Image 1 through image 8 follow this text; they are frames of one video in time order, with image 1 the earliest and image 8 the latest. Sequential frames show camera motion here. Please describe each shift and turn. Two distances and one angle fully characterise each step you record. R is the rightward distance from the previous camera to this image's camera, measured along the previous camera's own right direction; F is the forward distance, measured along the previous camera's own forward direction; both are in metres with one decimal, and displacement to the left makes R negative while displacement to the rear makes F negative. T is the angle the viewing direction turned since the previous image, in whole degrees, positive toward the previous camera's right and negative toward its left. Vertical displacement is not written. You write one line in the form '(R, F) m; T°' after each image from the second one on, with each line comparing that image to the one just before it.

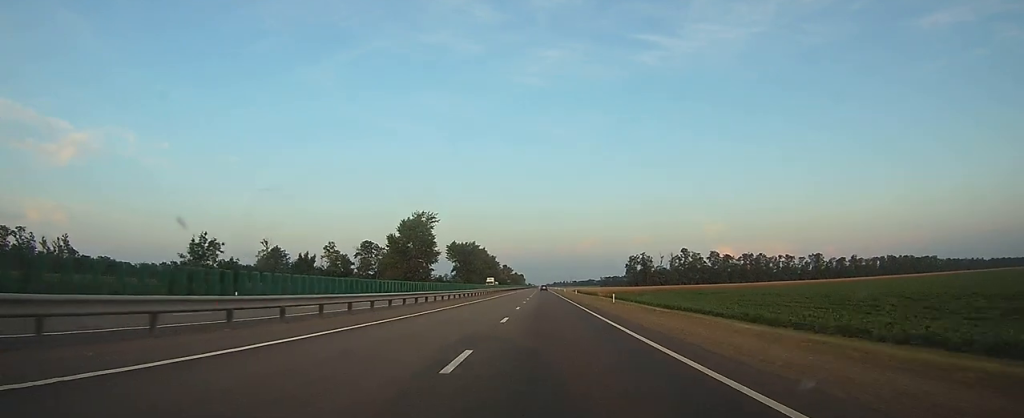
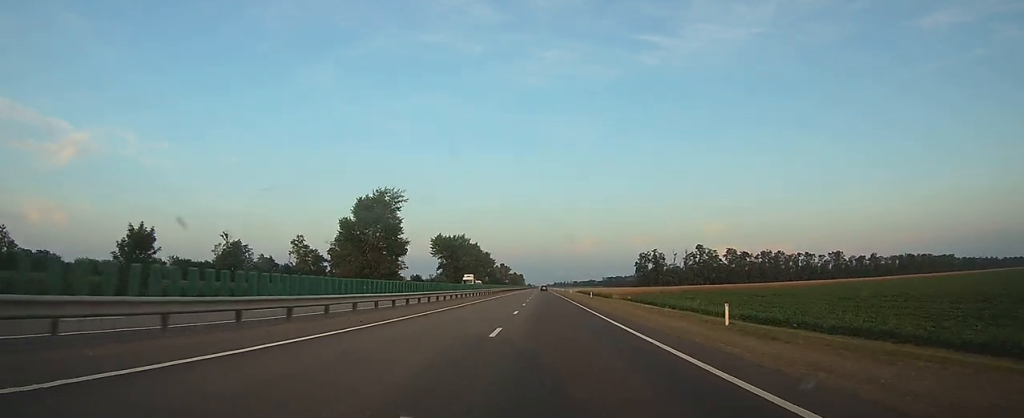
(0.0, +29.5) m; 0°
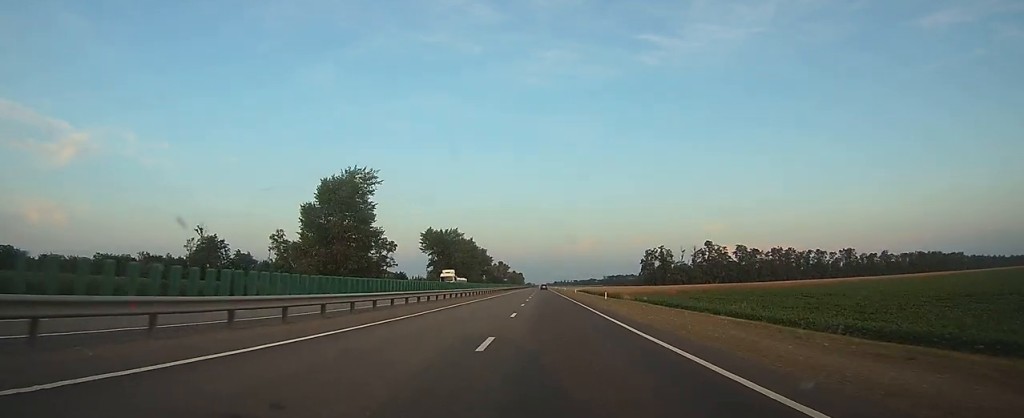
(0.0, +15.3) m; 0°
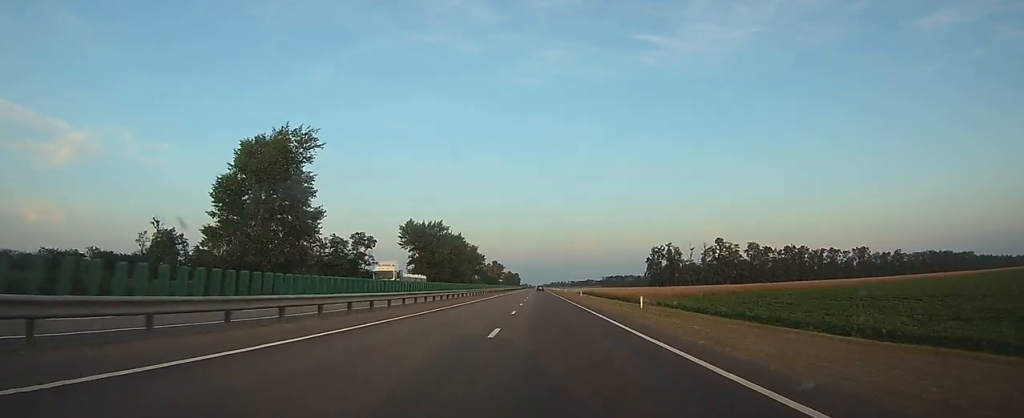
(0.0, +20.9) m; 0°
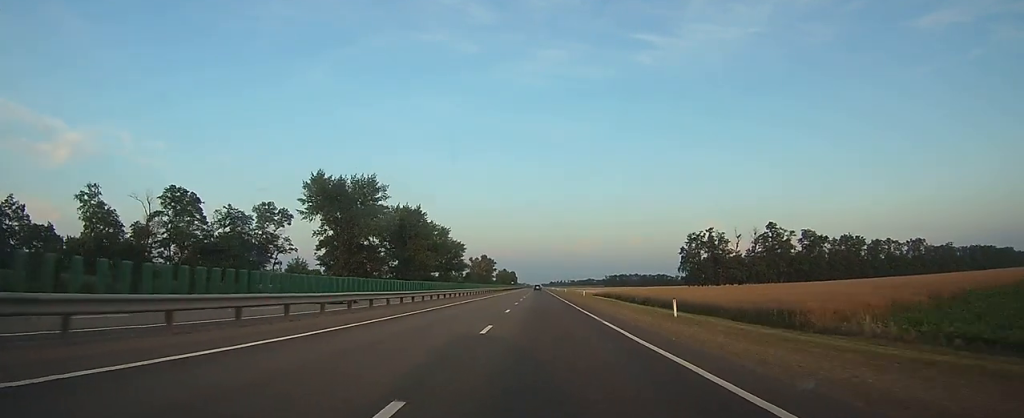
(+0.1, +58.6) m; 0°
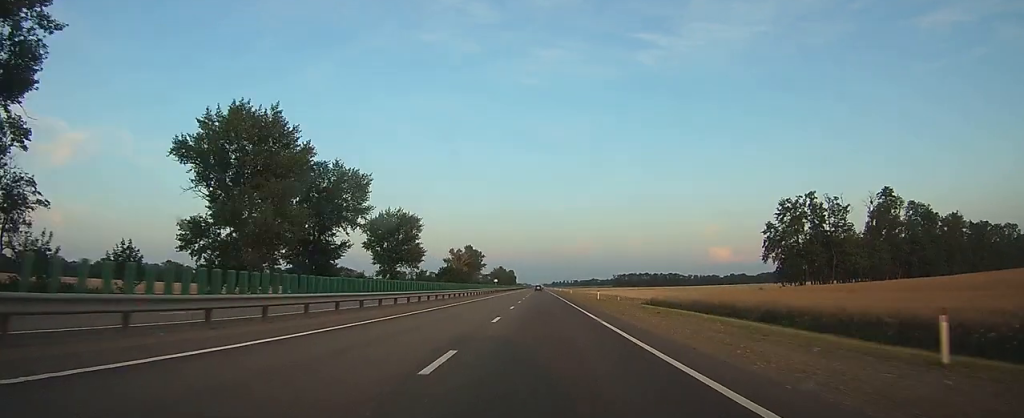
(+0.1, +66.9) m; 0°
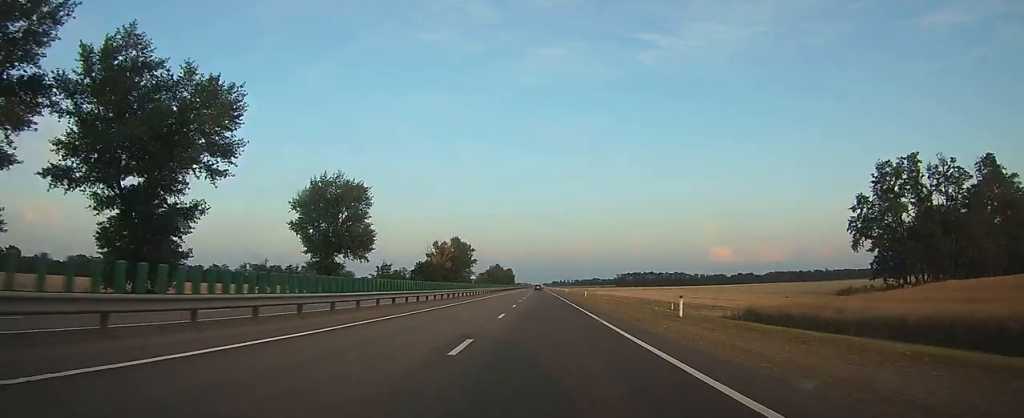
(0.0, +33.6) m; 0°
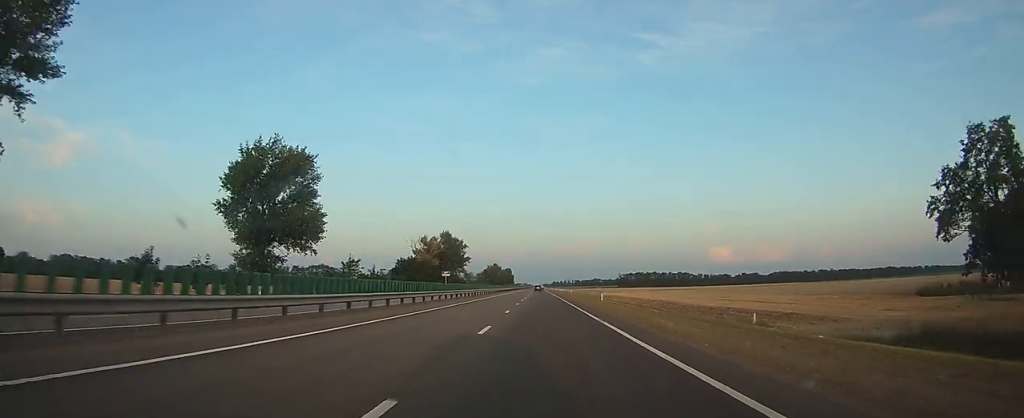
(0.0, +19.0) m; 0°
